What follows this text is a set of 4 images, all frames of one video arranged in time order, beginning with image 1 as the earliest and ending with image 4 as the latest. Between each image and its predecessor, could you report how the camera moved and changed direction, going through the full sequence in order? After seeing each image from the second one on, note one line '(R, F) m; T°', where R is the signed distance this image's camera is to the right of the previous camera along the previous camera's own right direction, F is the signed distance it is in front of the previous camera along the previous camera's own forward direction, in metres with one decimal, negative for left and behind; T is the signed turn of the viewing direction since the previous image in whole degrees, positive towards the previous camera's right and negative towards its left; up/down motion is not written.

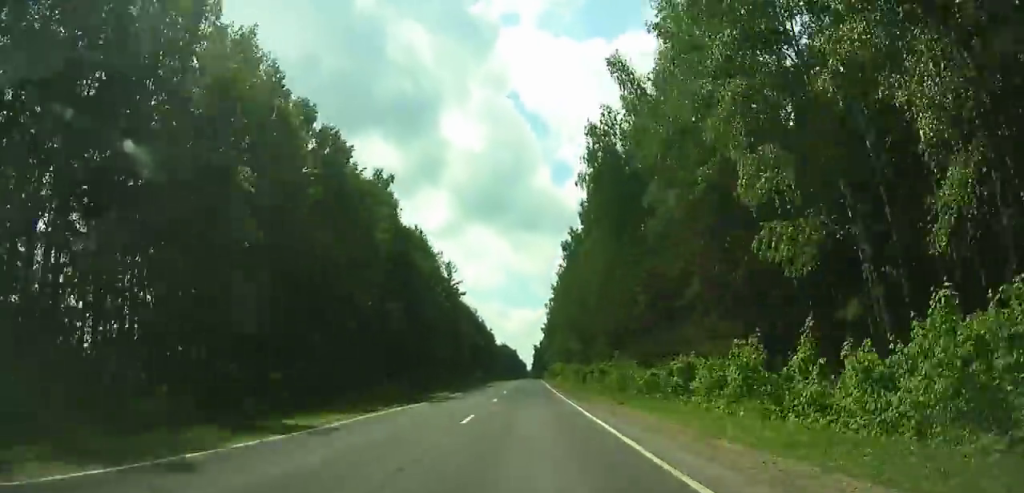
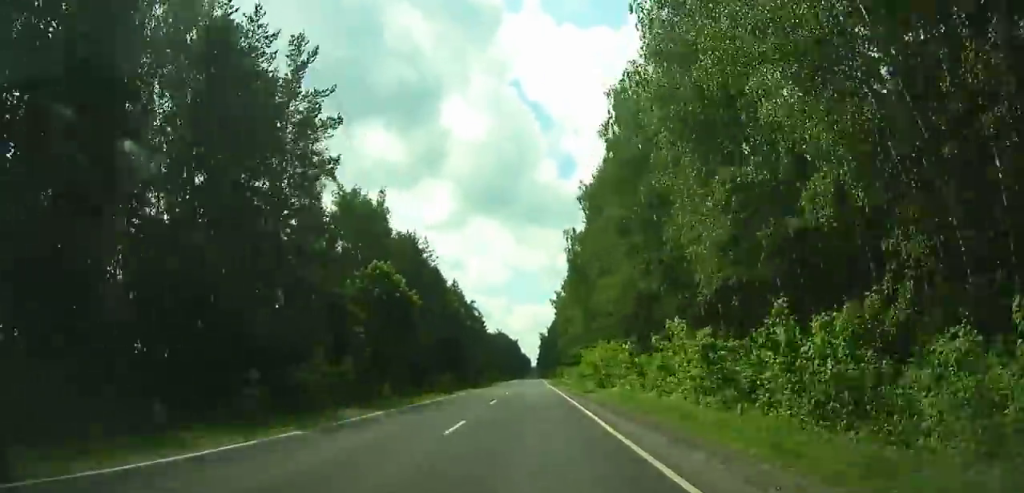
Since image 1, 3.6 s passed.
(+0.1, +87.3) m; 0°
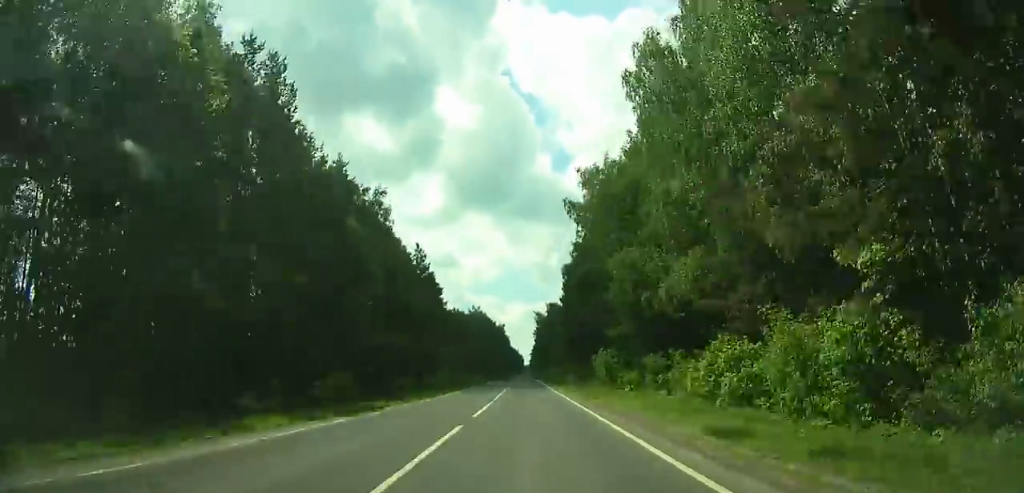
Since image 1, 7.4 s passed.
(+0.2, +91.1) m; 0°
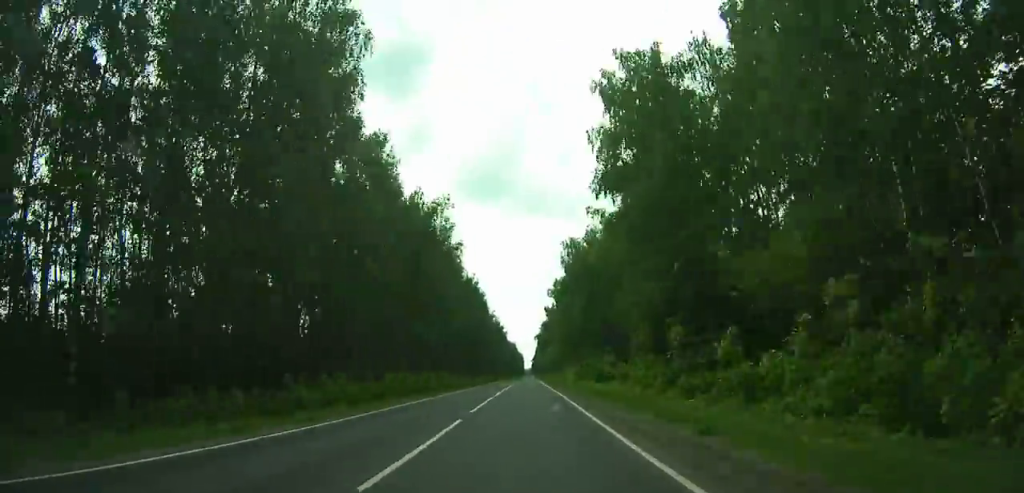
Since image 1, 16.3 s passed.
(-1.5, +209.4) m; 0°
